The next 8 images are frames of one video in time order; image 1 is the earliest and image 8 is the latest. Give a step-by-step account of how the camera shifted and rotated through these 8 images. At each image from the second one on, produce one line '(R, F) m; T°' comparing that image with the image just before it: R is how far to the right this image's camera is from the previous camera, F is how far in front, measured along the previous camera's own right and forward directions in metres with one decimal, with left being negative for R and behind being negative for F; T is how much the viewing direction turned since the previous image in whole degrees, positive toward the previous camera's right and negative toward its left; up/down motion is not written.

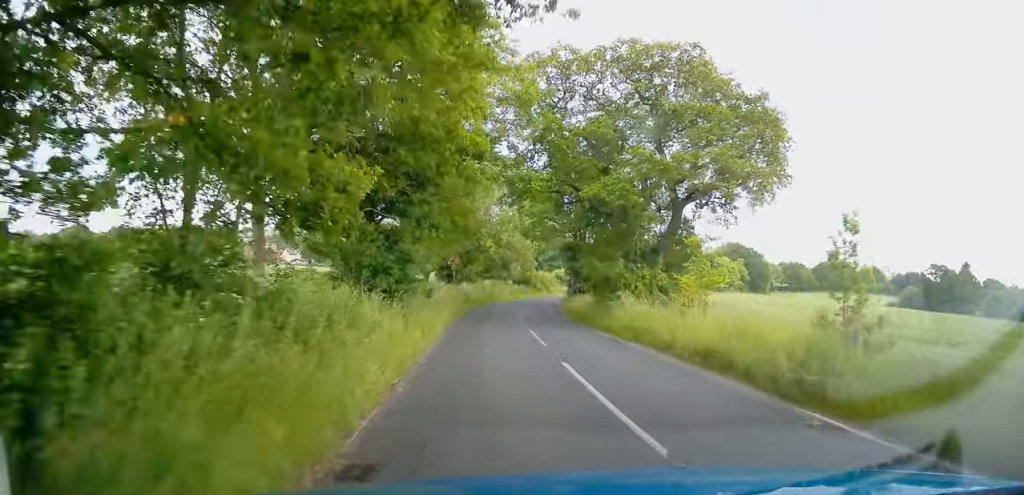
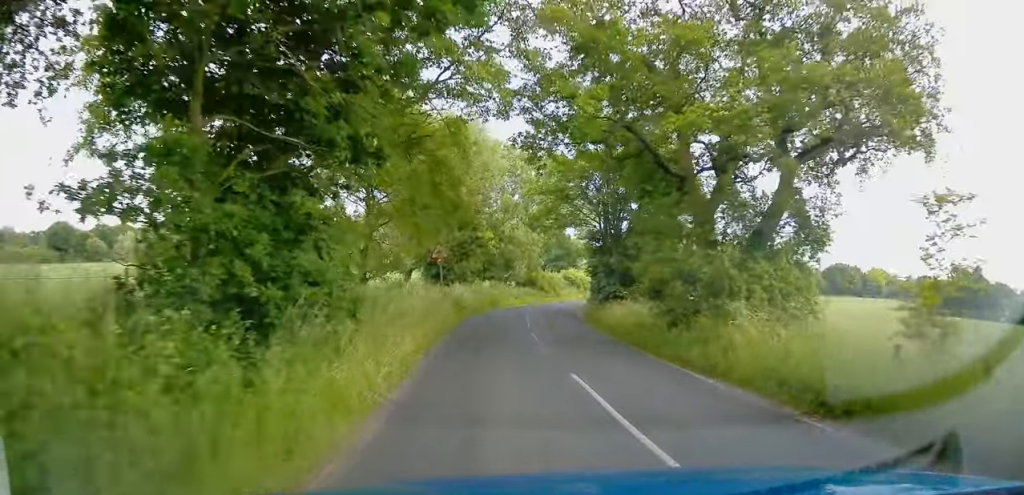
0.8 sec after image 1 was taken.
(+0.2, +9.6) m; +3°
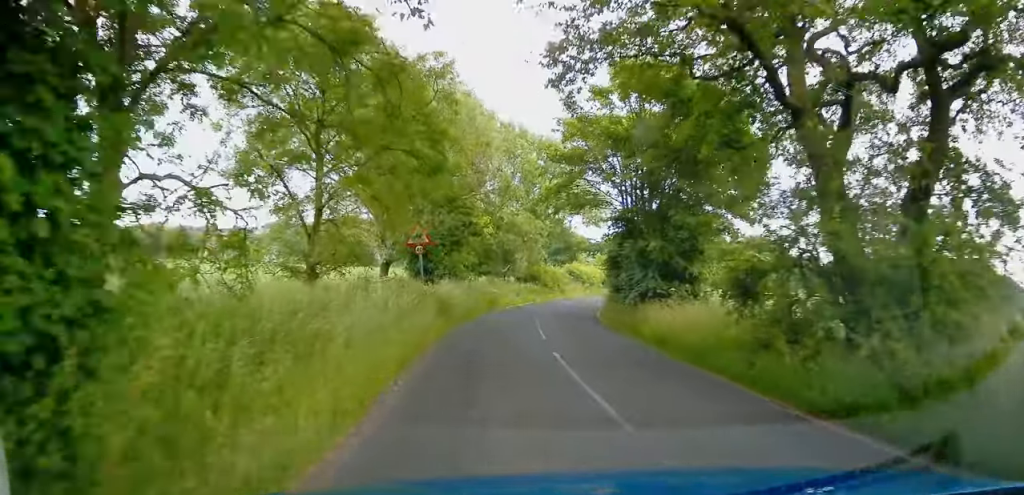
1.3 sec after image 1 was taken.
(+0.2, +6.9) m; 0°
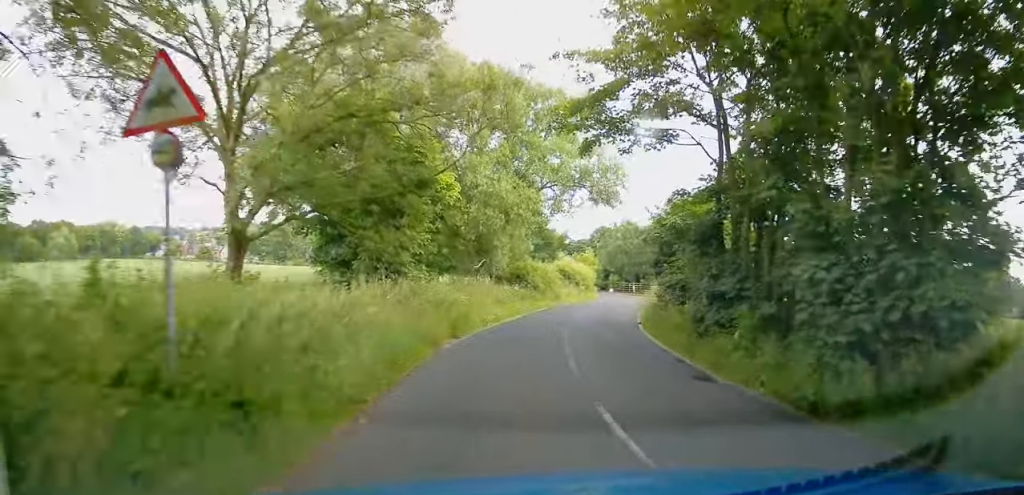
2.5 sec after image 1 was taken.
(-0.1, +14.1) m; +2°
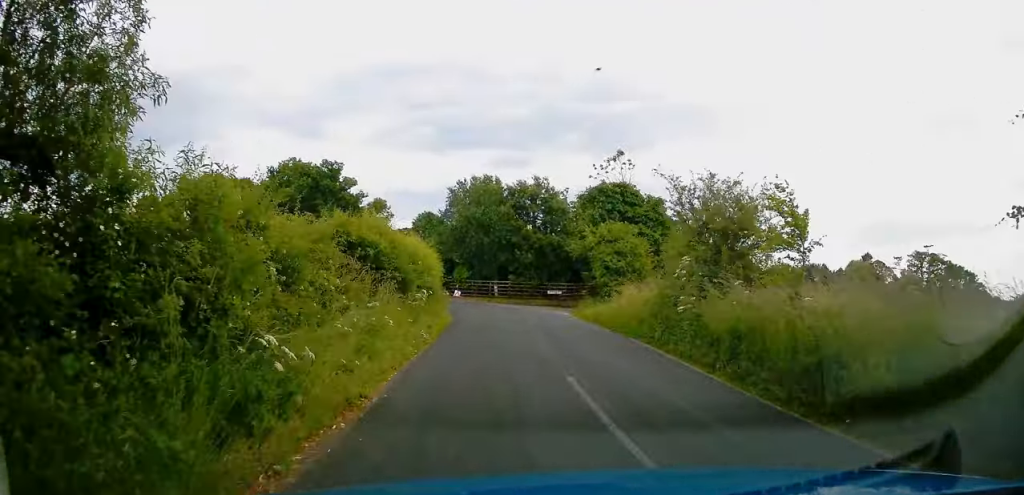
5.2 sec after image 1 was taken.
(+4.0, +33.6) m; +13°
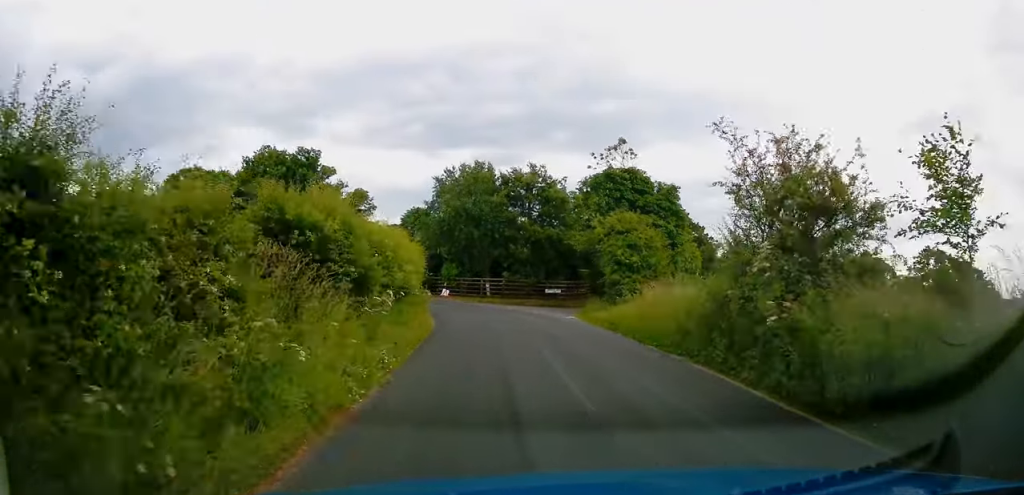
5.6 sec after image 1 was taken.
(0.0, +4.8) m; +2°
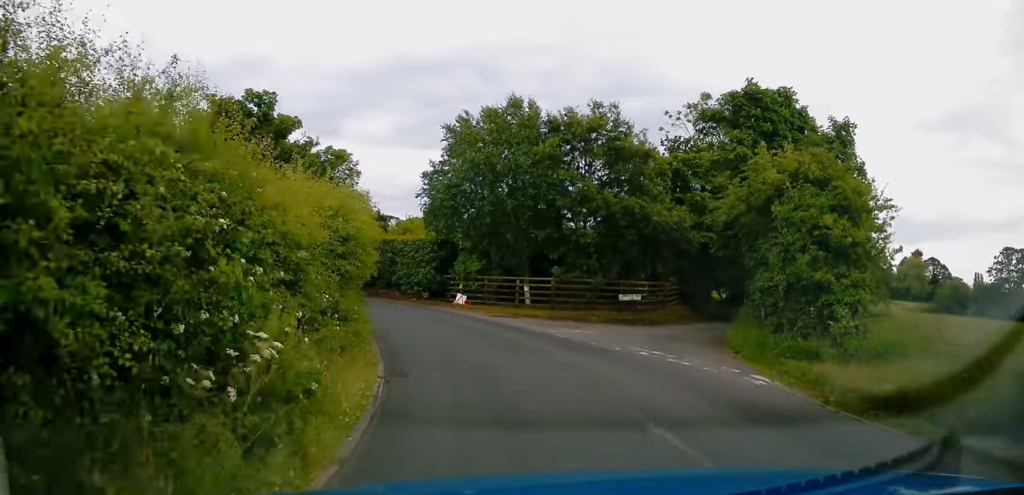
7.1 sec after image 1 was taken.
(+0.6, +16.0) m; -1°
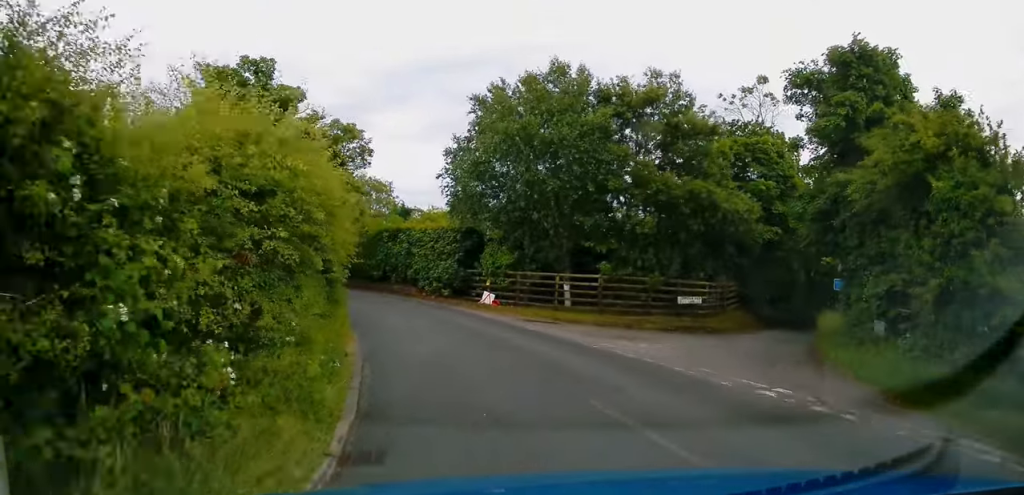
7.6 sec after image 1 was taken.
(-0.1, +4.5) m; -3°
